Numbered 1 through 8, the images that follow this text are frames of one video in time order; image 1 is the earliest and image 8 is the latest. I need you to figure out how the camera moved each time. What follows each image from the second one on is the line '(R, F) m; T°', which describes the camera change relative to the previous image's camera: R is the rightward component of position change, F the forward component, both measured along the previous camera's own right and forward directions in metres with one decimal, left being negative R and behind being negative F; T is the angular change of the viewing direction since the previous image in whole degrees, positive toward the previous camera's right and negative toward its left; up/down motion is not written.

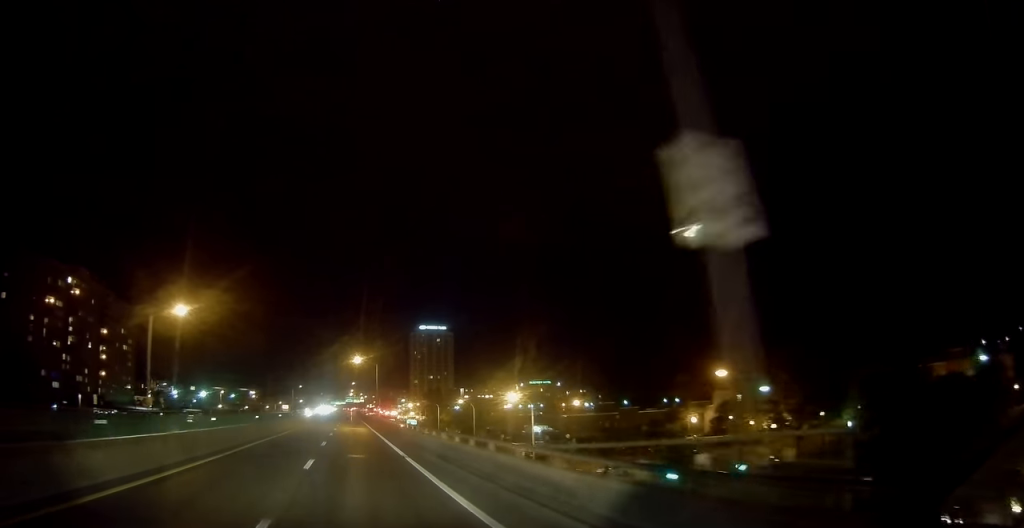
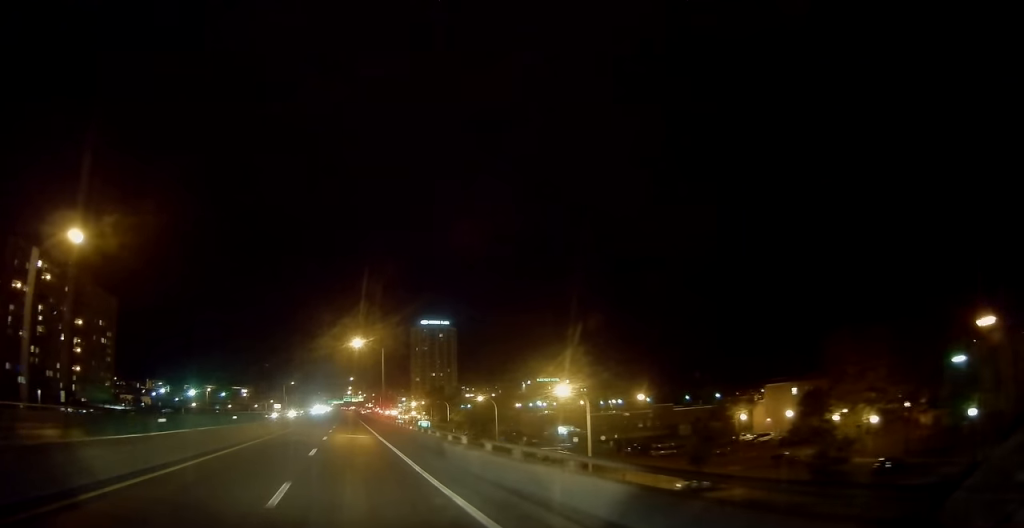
(0.0, +19.6) m; 0°
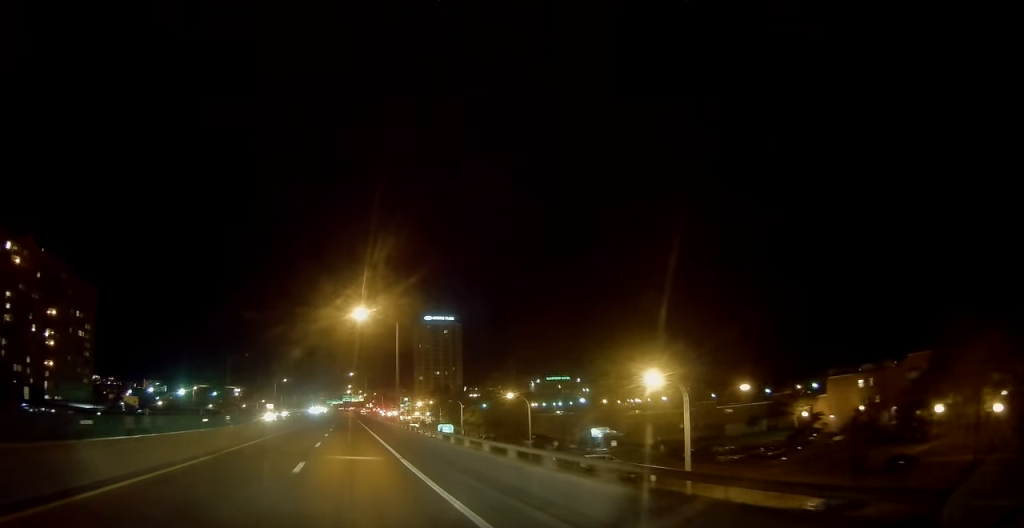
(+0.1, +18.1) m; 0°
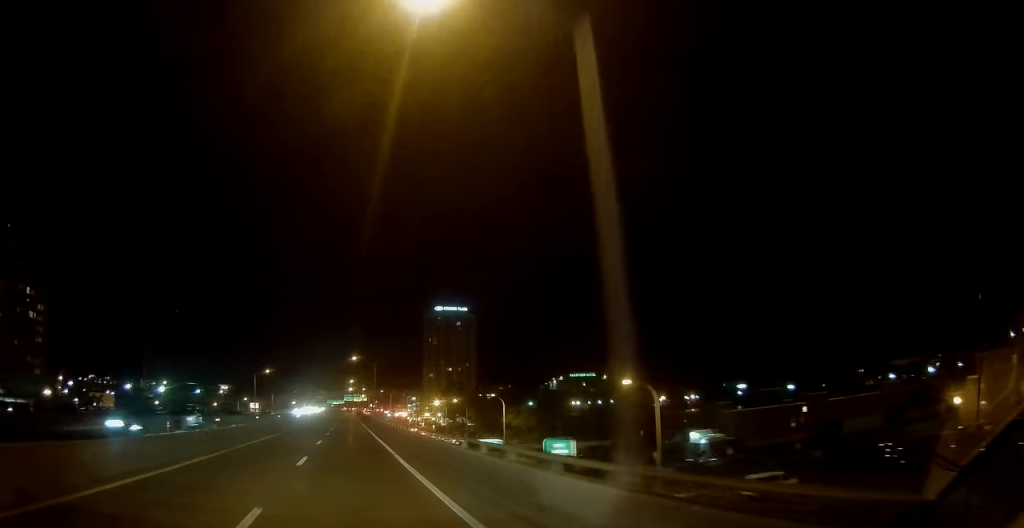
(0.0, +33.6) m; 0°
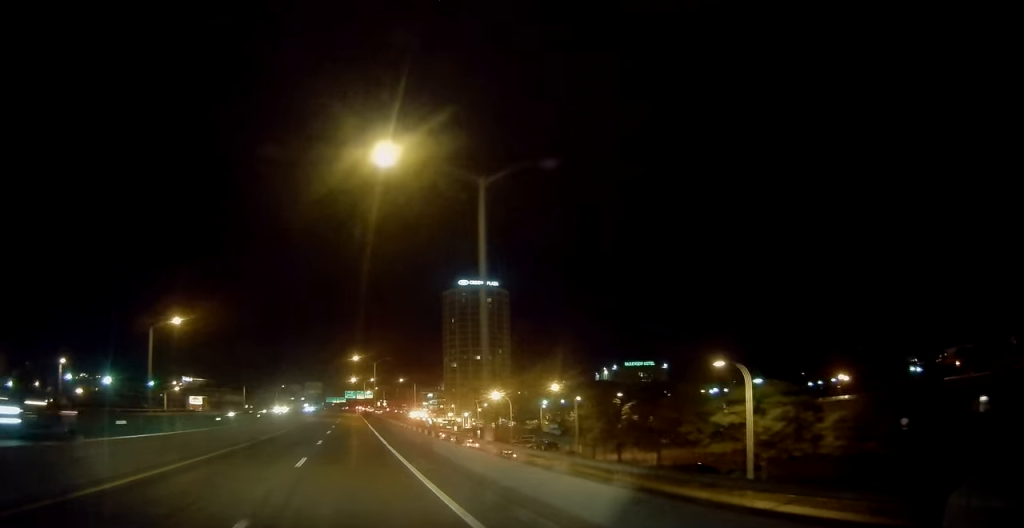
(-0.2, +60.8) m; -1°
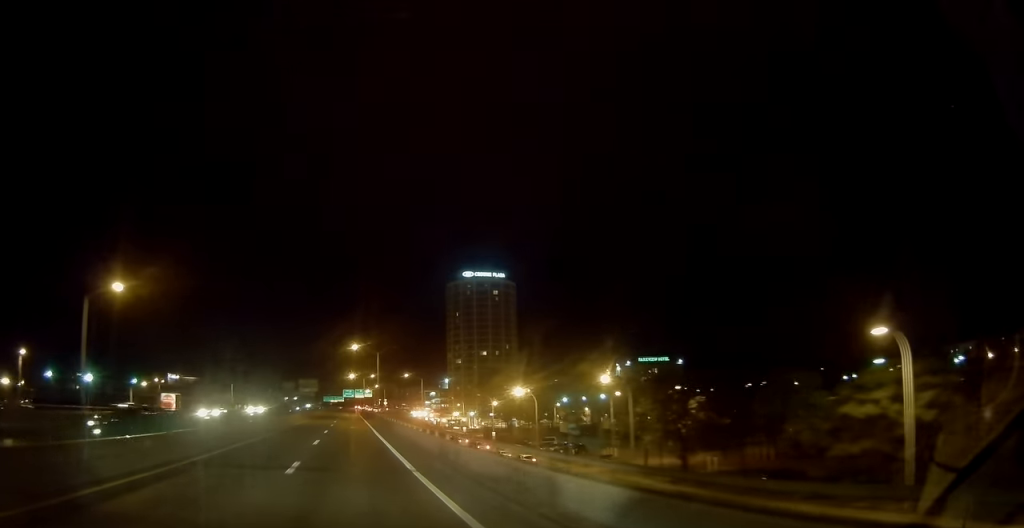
(-0.2, +13.9) m; 0°
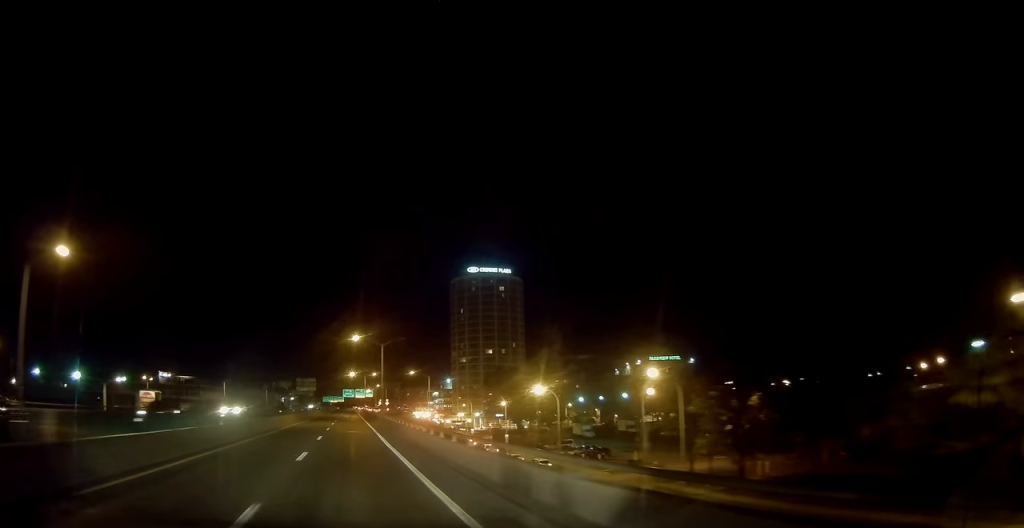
(+0.1, +8.8) m; 0°
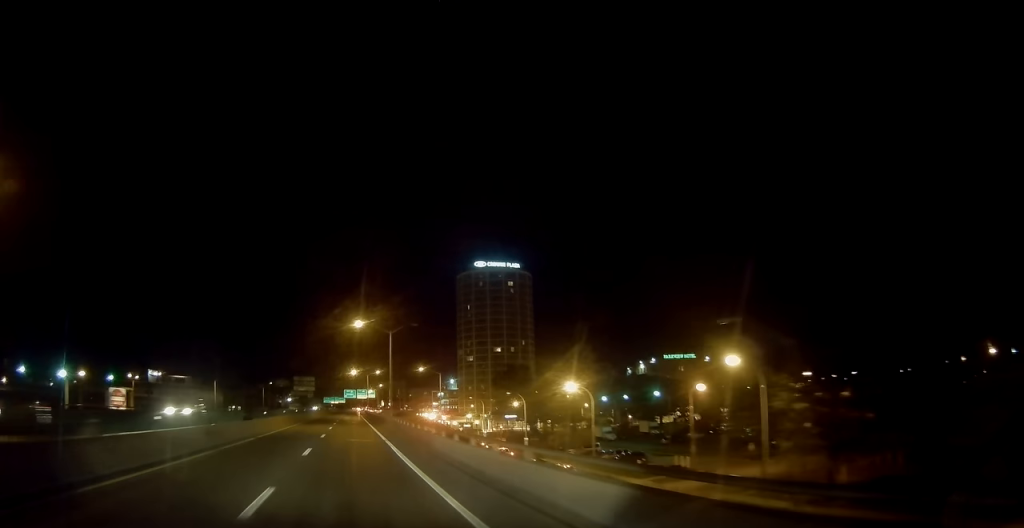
(+0.1, +10.2) m; 0°
